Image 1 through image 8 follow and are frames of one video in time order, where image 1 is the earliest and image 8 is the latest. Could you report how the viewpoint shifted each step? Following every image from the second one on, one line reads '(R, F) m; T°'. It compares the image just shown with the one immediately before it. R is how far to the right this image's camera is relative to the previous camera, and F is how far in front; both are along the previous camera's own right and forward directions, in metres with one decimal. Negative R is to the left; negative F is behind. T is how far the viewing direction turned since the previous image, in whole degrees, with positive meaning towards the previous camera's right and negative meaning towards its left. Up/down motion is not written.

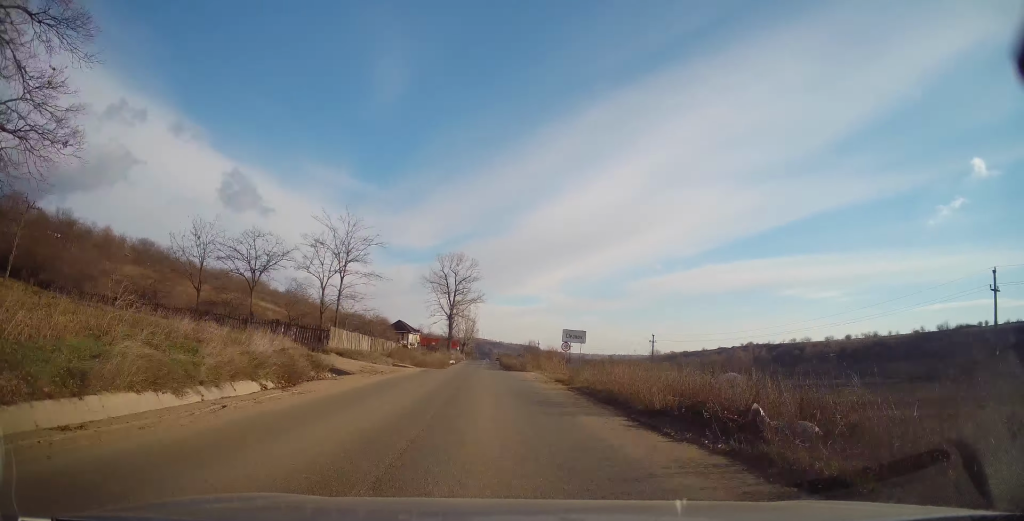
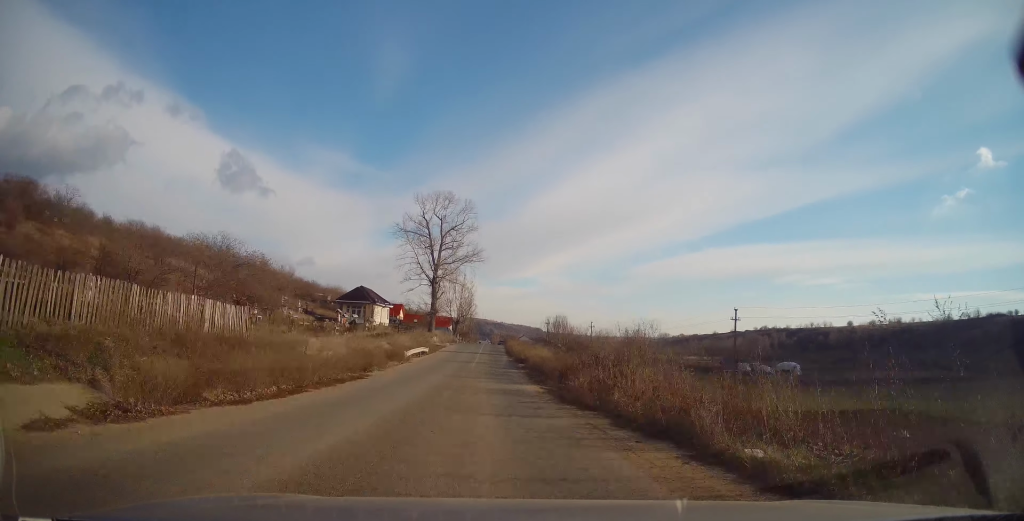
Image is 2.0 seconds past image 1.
(+0.8, +36.8) m; +1°
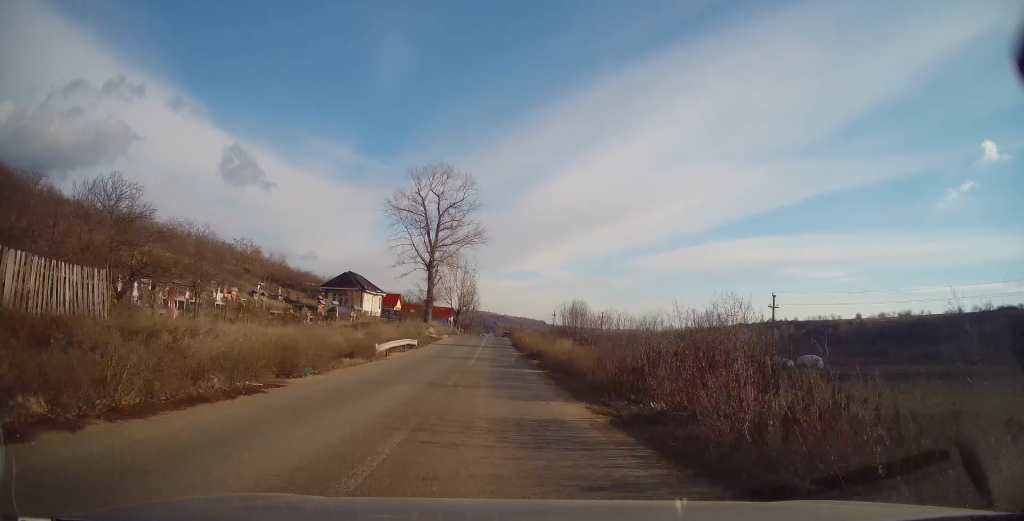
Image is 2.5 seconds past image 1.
(0.0, +9.3) m; 0°
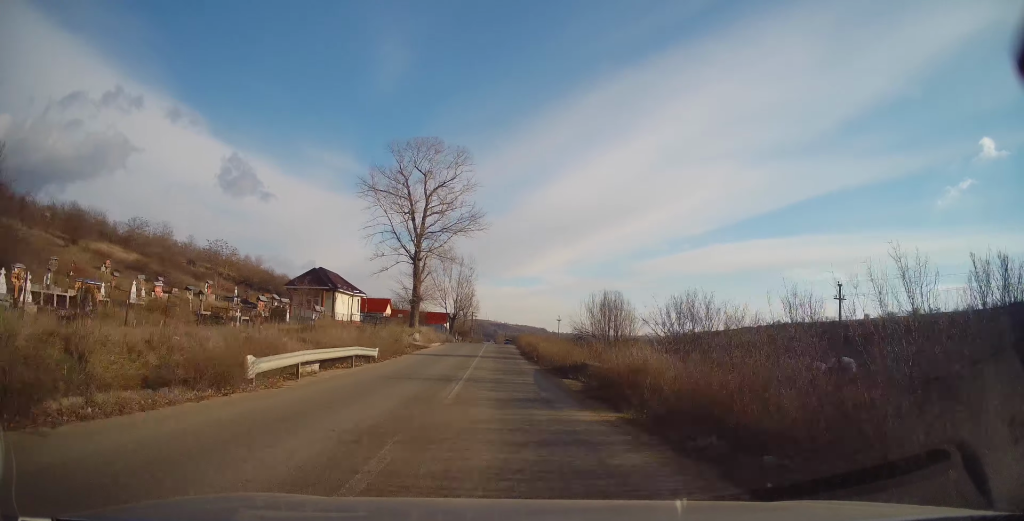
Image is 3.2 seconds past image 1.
(0.0, +12.8) m; 0°
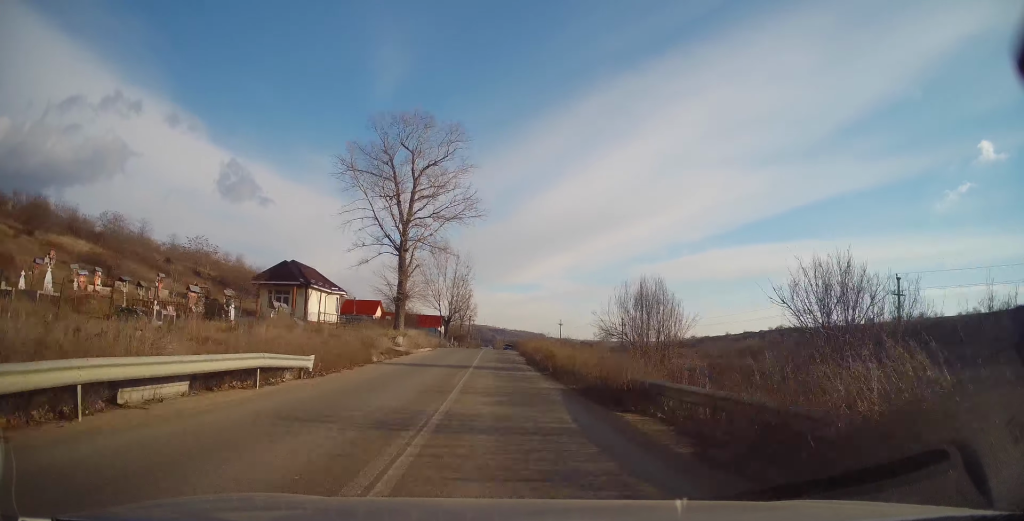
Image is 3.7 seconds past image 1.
(-0.1, +8.8) m; 0°
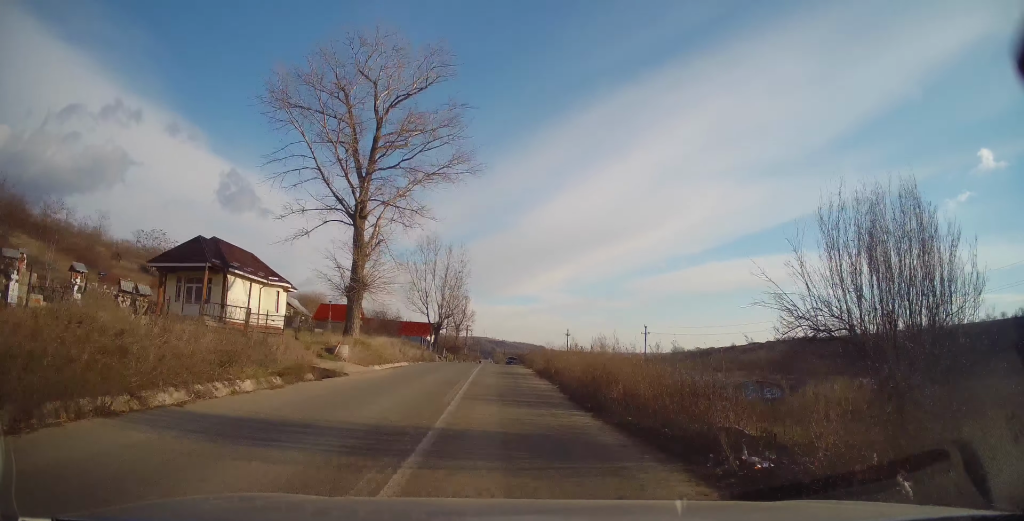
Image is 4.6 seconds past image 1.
(+0.1, +16.4) m; 0°
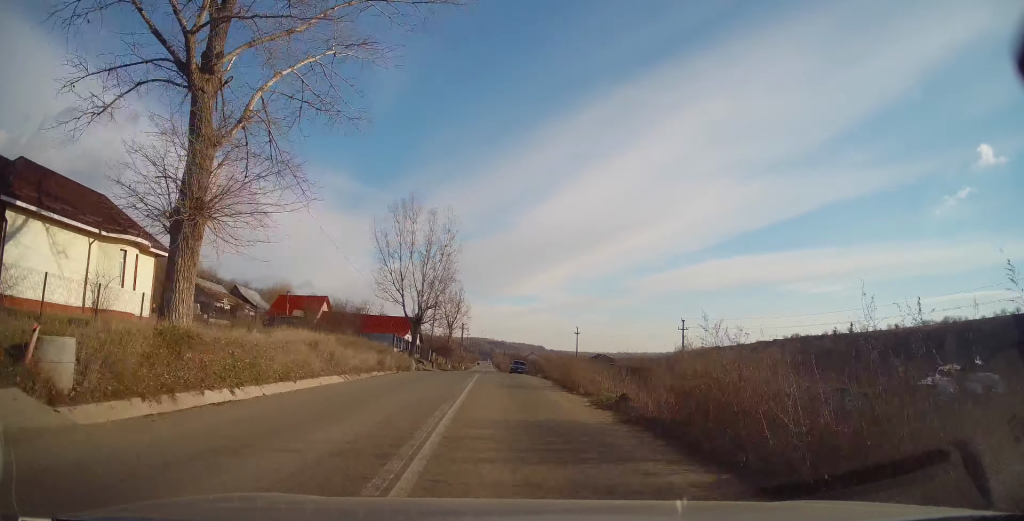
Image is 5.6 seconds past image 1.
(-0.1, +19.1) m; 0°
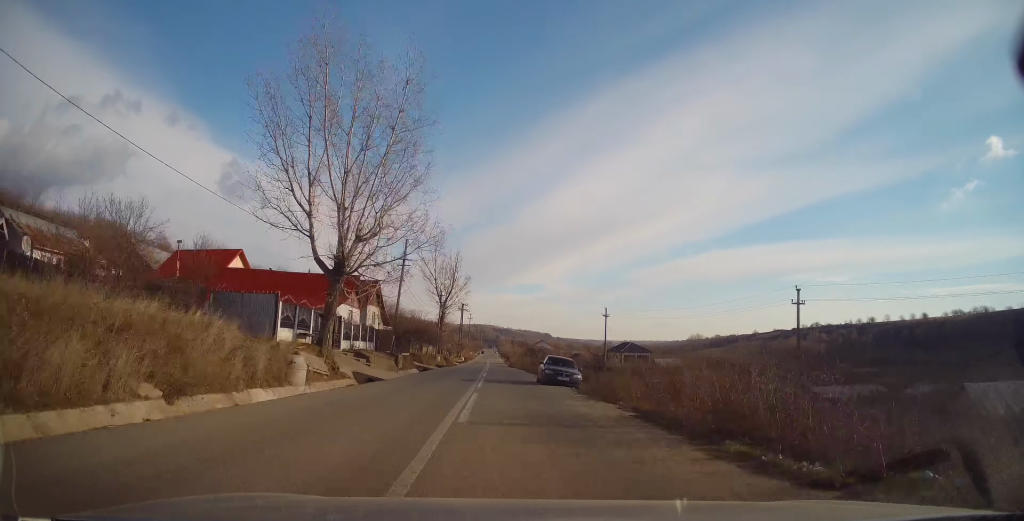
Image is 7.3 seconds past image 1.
(+0.1, +28.5) m; -1°
